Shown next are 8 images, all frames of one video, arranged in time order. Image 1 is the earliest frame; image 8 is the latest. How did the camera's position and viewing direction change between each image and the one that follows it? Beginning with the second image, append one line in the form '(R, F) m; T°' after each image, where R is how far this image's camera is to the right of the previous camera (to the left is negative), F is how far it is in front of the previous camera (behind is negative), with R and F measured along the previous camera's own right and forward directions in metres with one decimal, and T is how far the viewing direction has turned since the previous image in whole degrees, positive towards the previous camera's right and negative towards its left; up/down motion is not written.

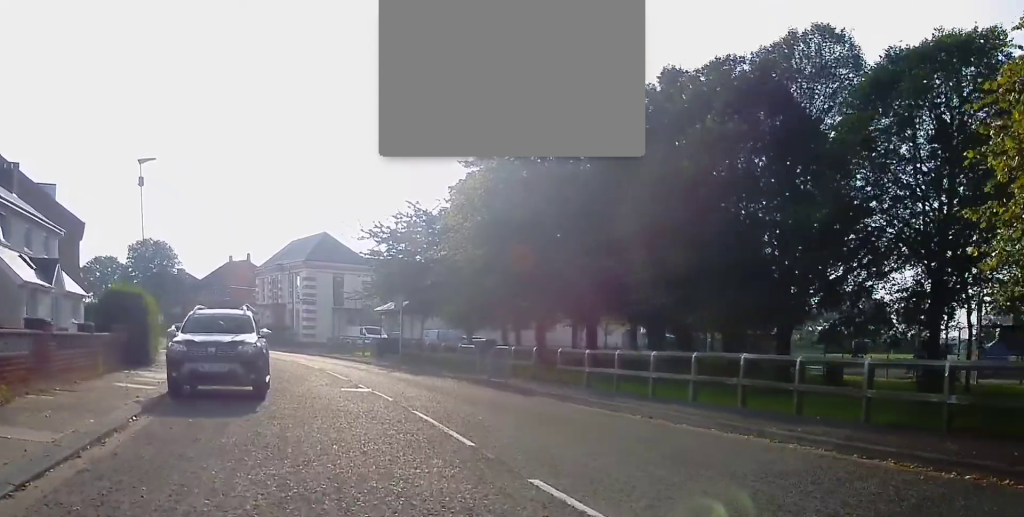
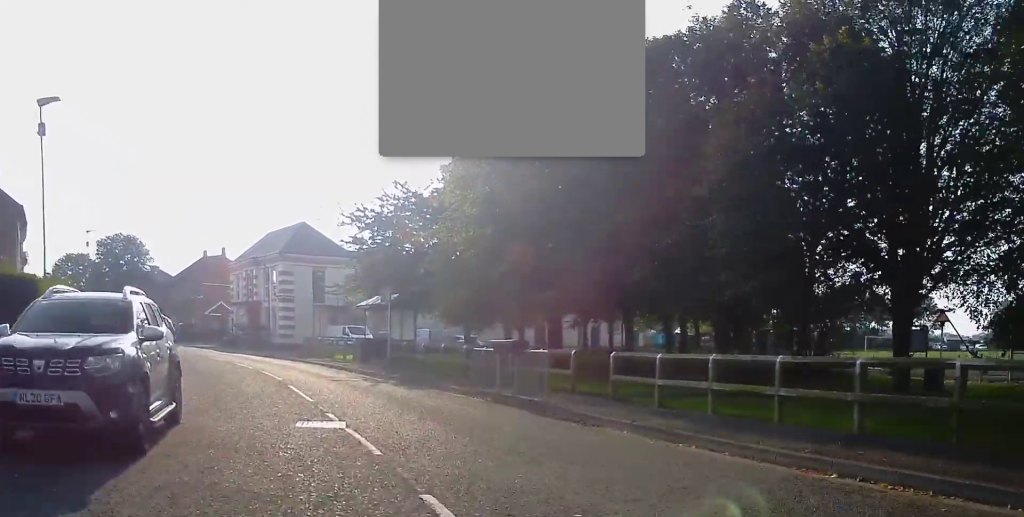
(+0.5, +7.0) m; +4°
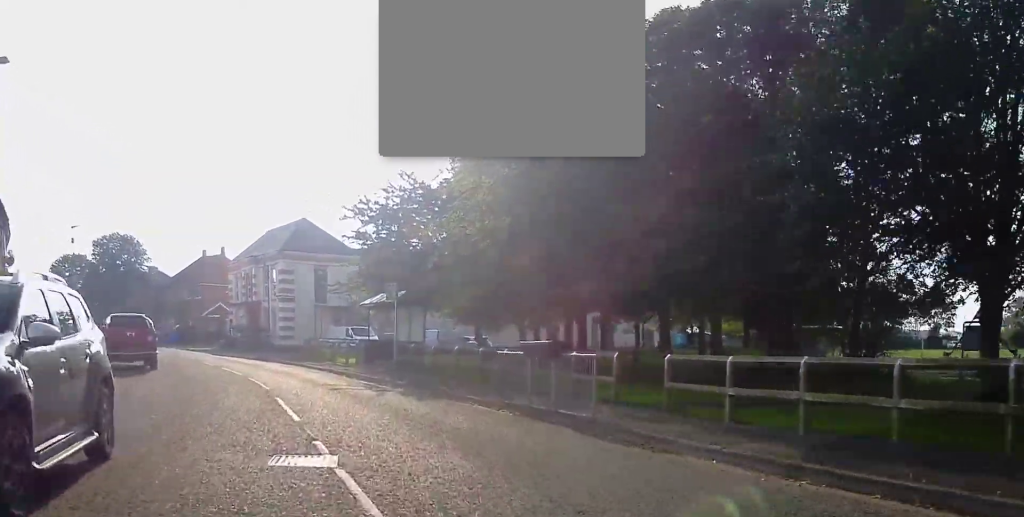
(+0.1, +2.8) m; -4°
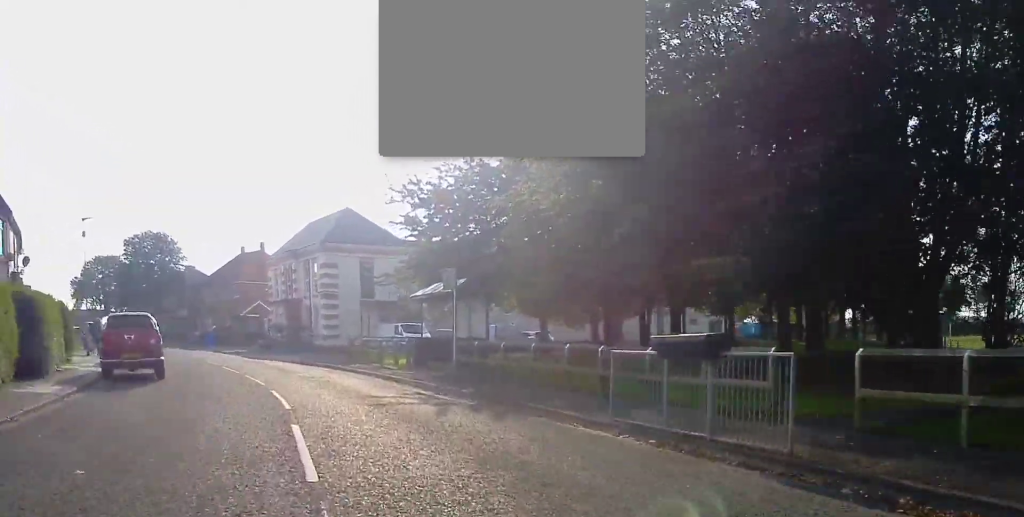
(-0.4, +4.1) m; -5°
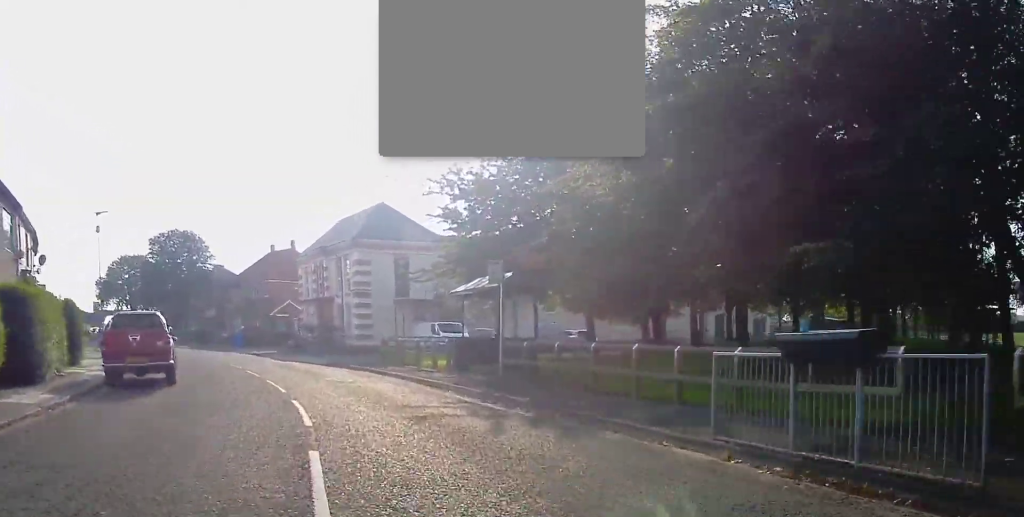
(-0.1, +2.1) m; -2°
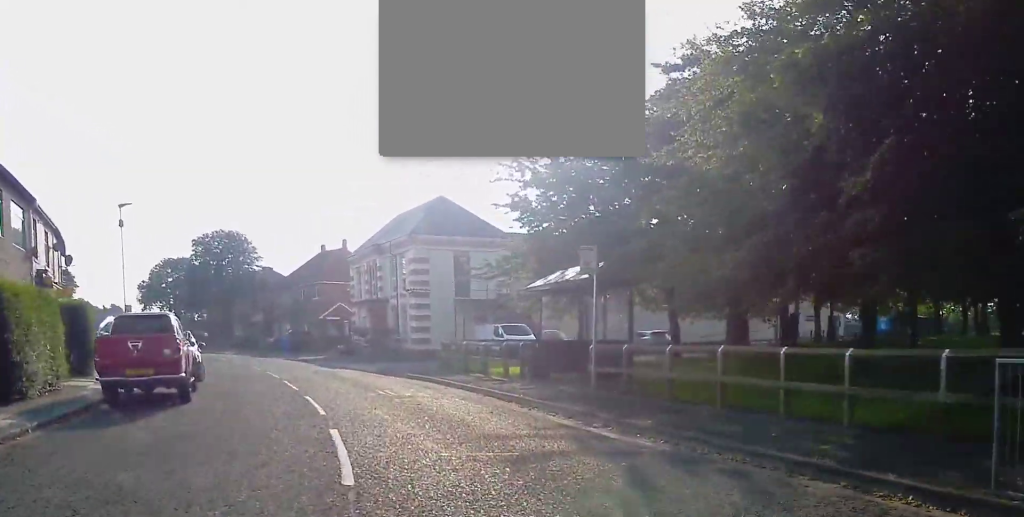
(+0.1, +3.8) m; +1°
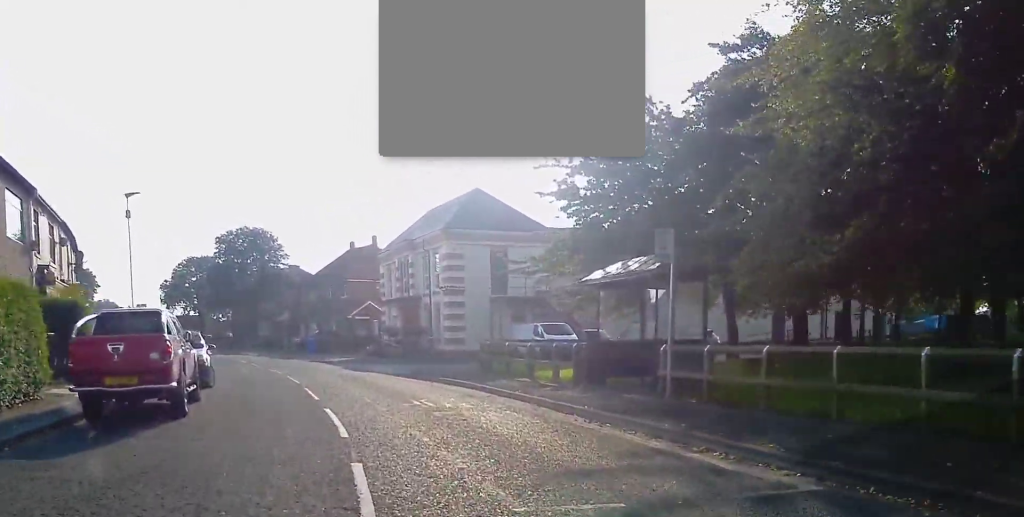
(0.0, +2.7) m; 0°
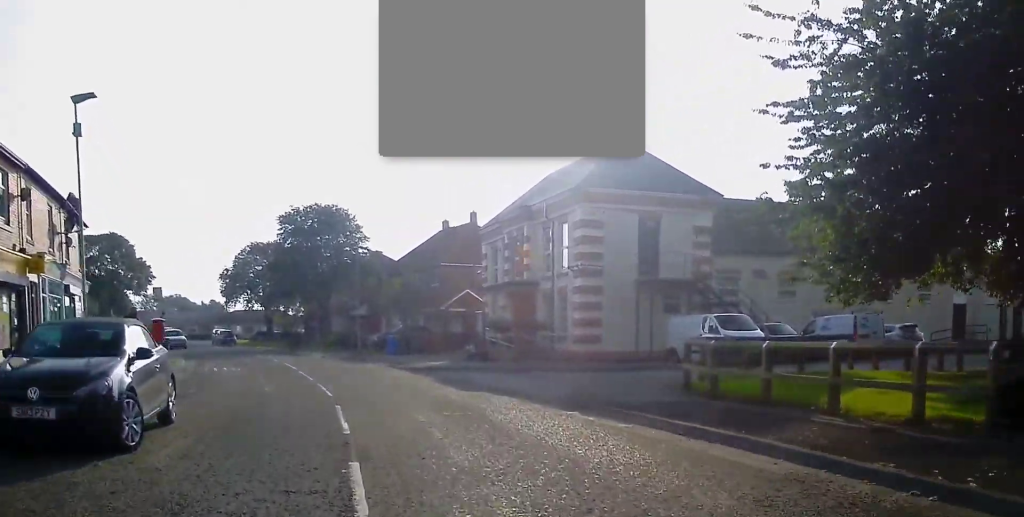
(-1.0, +12.0) m; -12°
